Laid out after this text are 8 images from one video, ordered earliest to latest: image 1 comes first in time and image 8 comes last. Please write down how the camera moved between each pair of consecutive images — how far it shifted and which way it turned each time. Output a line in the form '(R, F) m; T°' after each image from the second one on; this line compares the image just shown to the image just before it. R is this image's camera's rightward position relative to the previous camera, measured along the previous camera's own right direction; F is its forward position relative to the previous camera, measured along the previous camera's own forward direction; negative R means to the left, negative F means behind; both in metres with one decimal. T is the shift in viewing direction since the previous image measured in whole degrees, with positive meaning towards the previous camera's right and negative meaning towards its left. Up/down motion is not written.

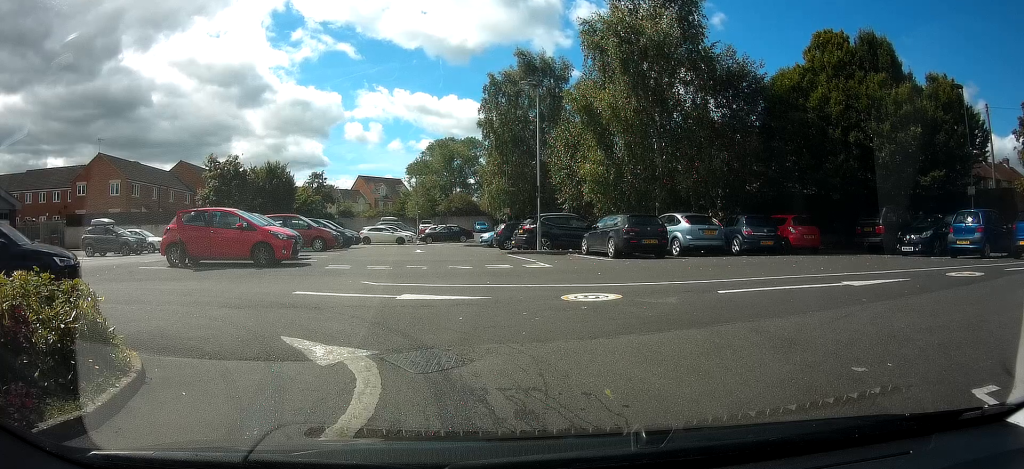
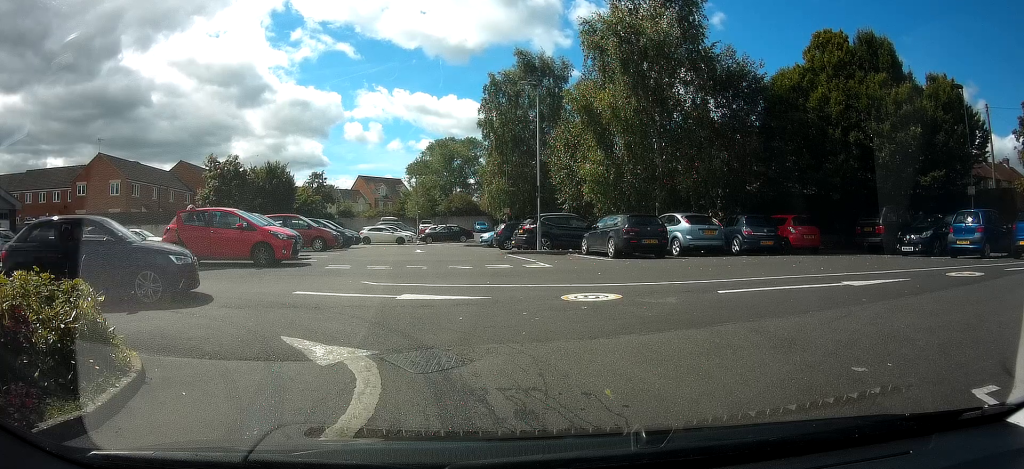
(0.0, 0.0) m; 0°
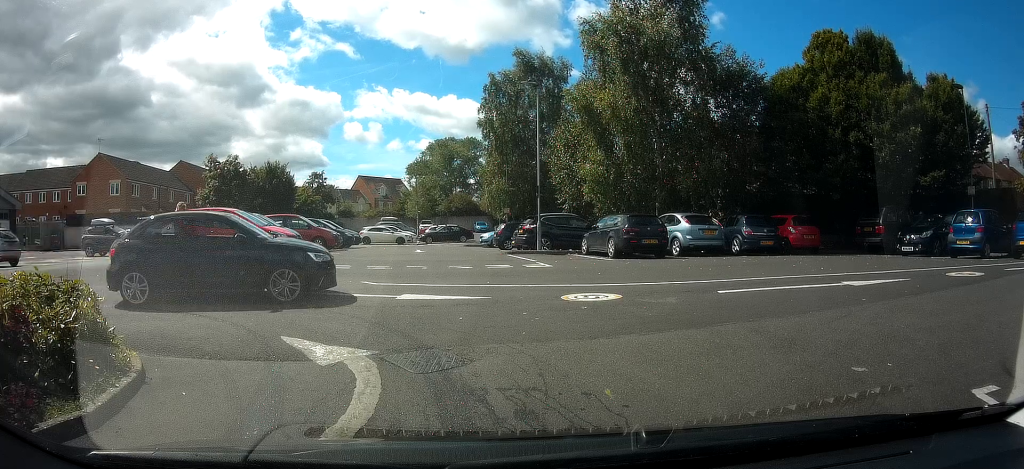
(0.0, 0.0) m; 0°
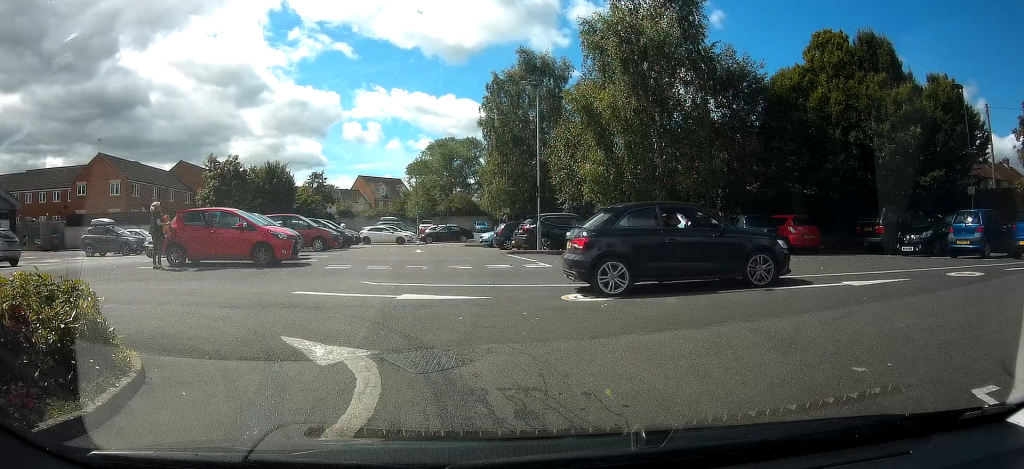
(+0.1, +0.2) m; 0°
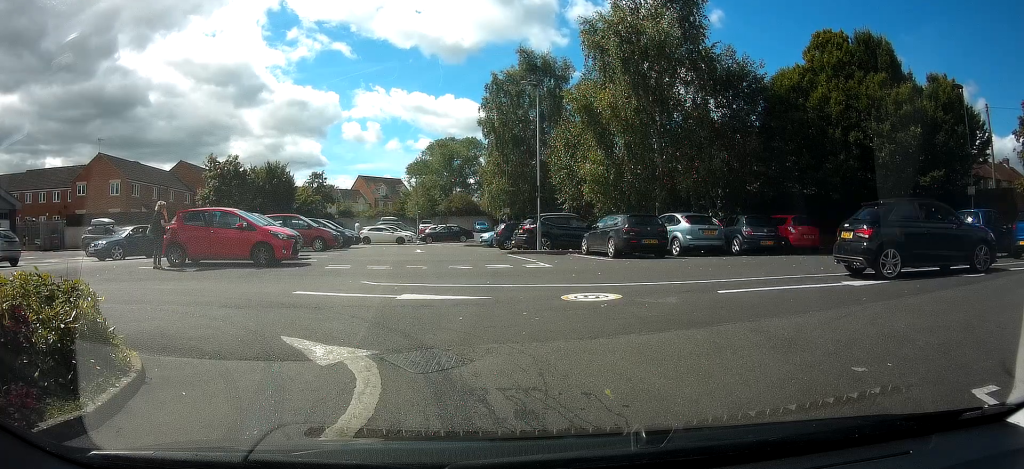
(0.0, 0.0) m; 0°
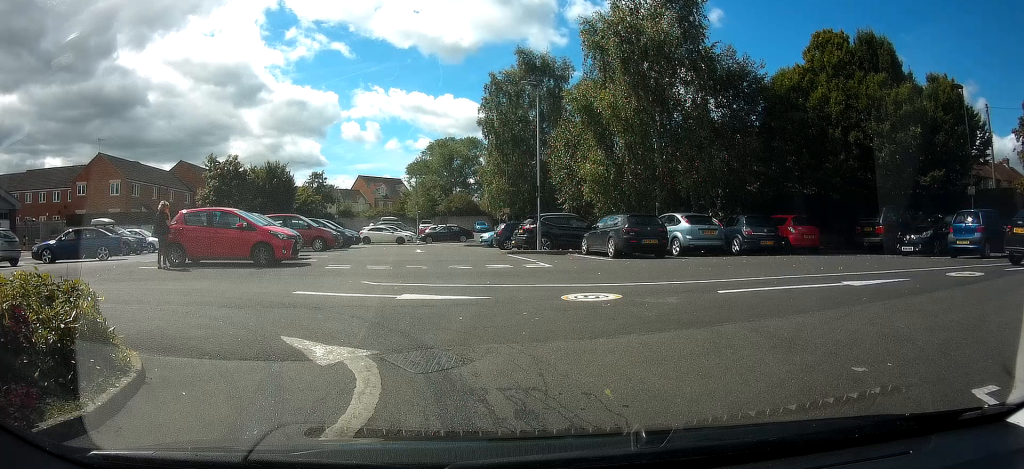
(0.0, 0.0) m; 0°
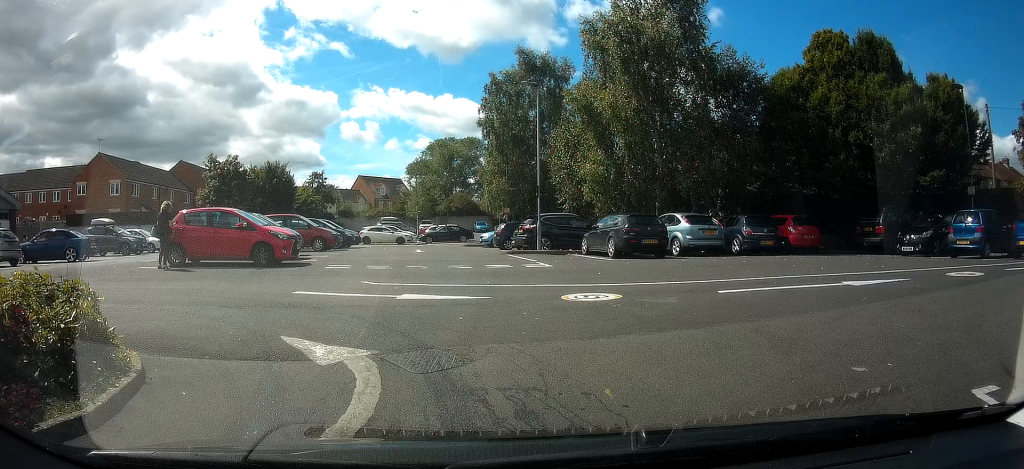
(0.0, 0.0) m; 0°
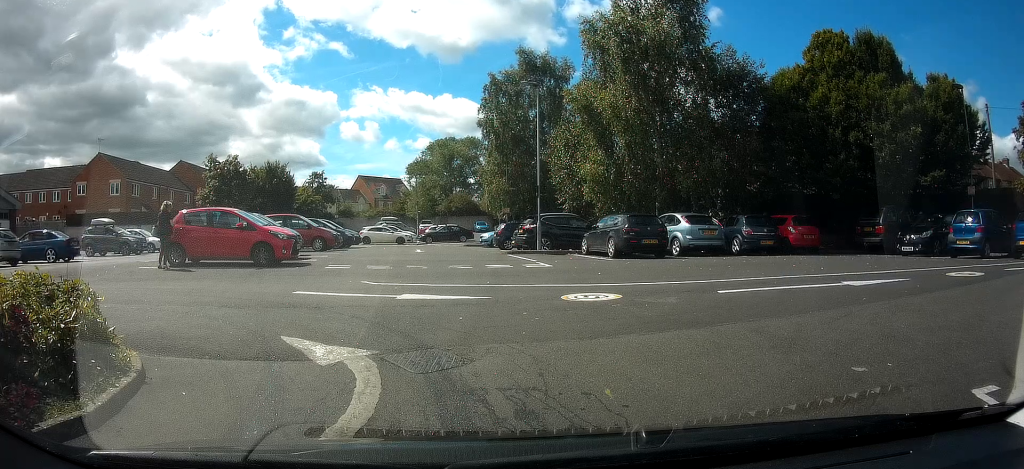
(0.0, 0.0) m; 0°
